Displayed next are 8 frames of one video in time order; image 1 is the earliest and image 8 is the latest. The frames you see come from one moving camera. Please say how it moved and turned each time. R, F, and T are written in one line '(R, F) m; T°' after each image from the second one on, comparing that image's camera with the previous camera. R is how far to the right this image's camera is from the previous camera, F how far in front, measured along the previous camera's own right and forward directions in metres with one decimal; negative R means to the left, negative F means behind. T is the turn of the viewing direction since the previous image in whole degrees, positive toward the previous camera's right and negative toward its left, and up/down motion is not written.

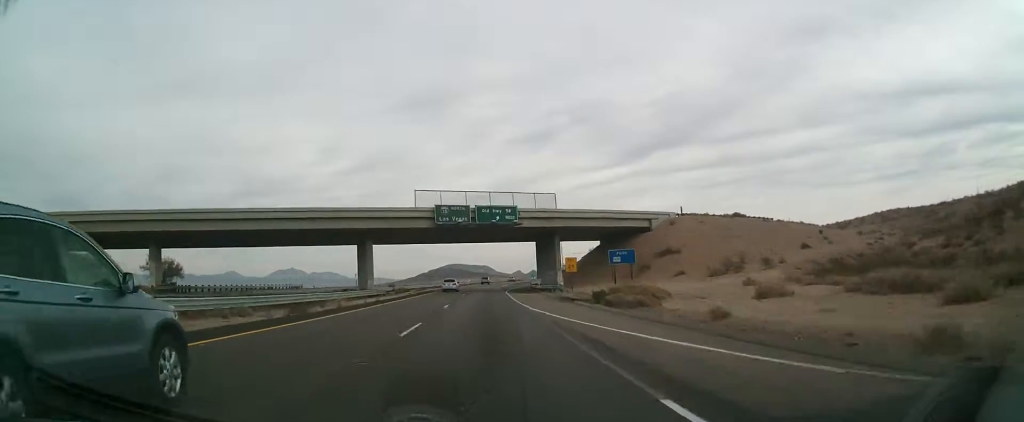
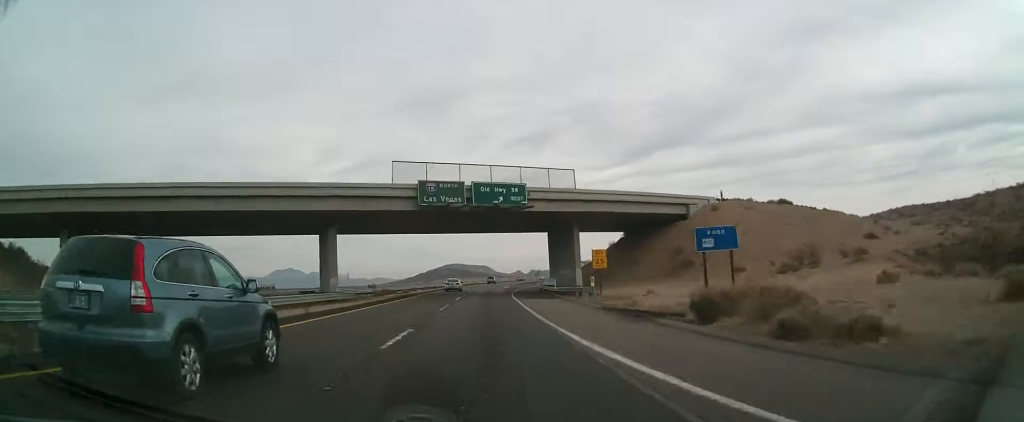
(-0.6, +16.8) m; 0°
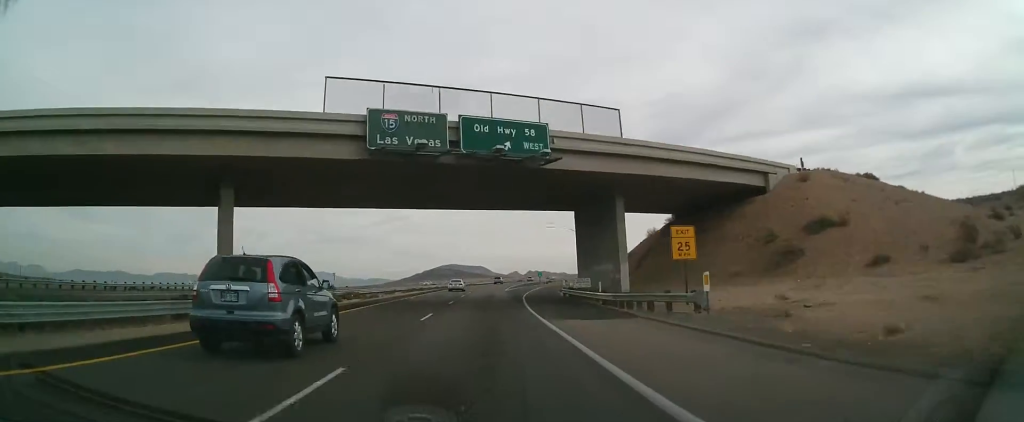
(-0.3, +22.0) m; 0°
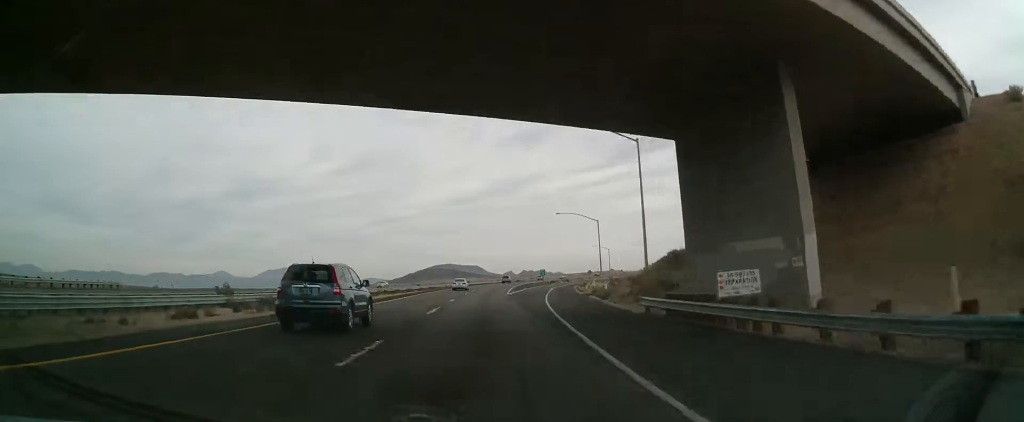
(+0.7, +25.1) m; 0°
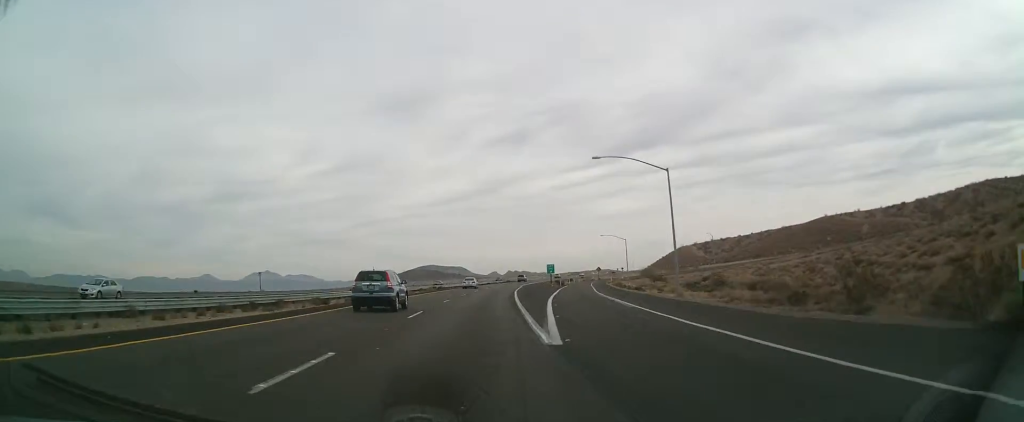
(-0.4, +46.3) m; +1°
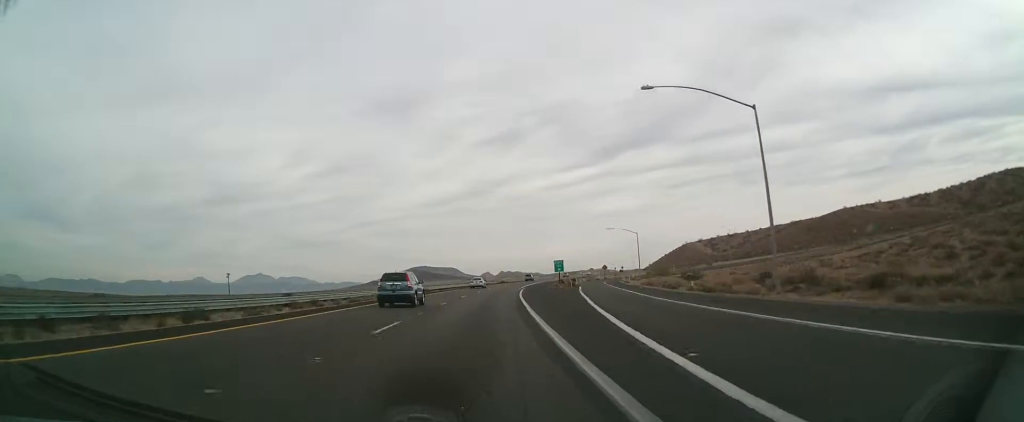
(+0.3, +21.0) m; +1°
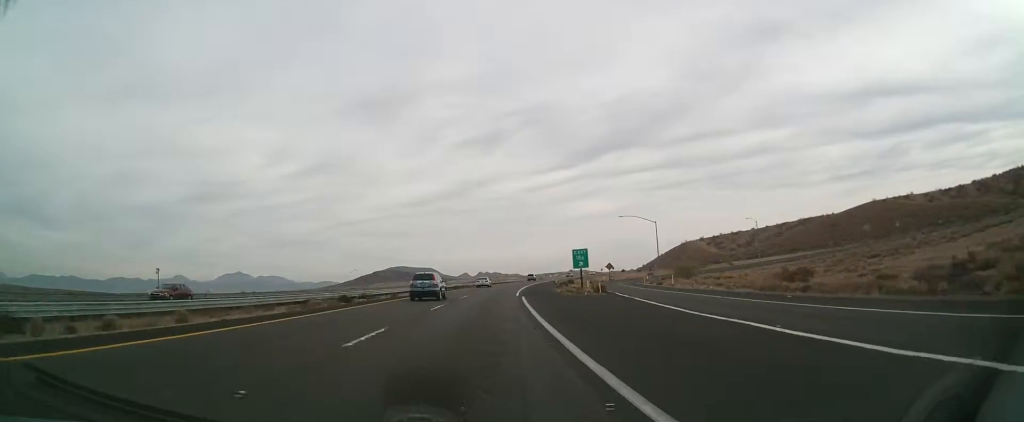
(+0.2, +32.4) m; +1°
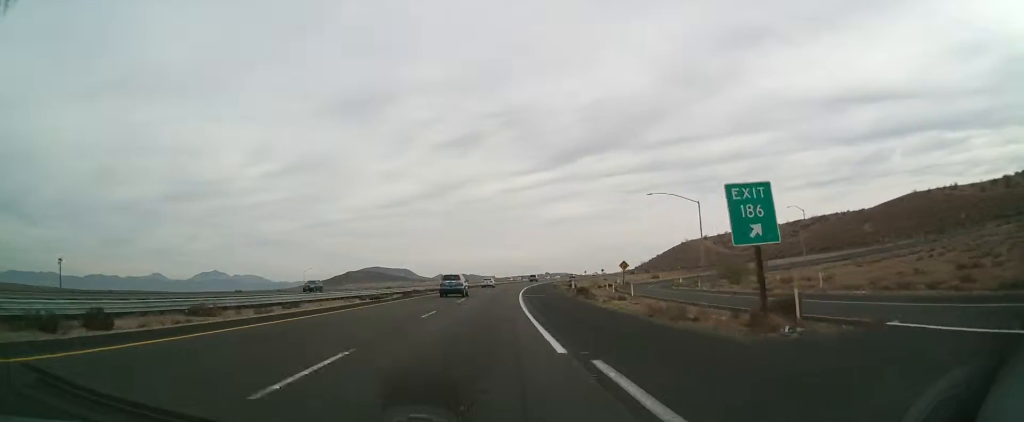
(+0.4, +34.2) m; +2°
